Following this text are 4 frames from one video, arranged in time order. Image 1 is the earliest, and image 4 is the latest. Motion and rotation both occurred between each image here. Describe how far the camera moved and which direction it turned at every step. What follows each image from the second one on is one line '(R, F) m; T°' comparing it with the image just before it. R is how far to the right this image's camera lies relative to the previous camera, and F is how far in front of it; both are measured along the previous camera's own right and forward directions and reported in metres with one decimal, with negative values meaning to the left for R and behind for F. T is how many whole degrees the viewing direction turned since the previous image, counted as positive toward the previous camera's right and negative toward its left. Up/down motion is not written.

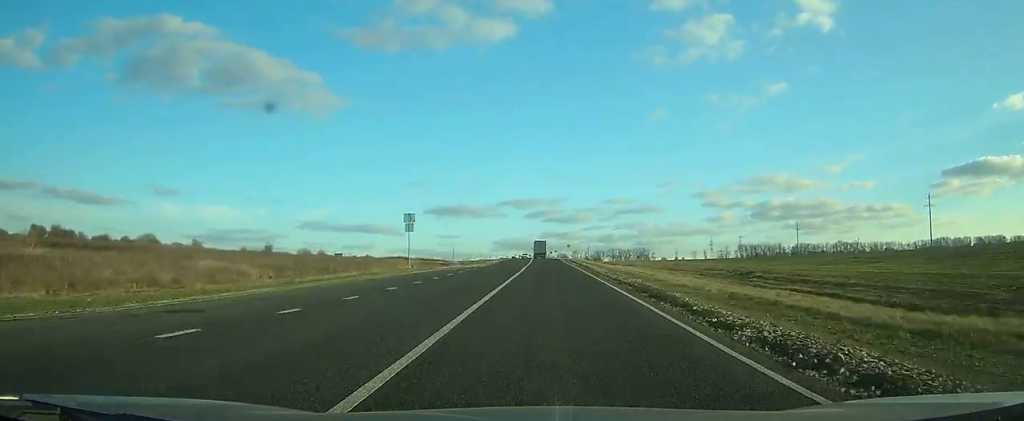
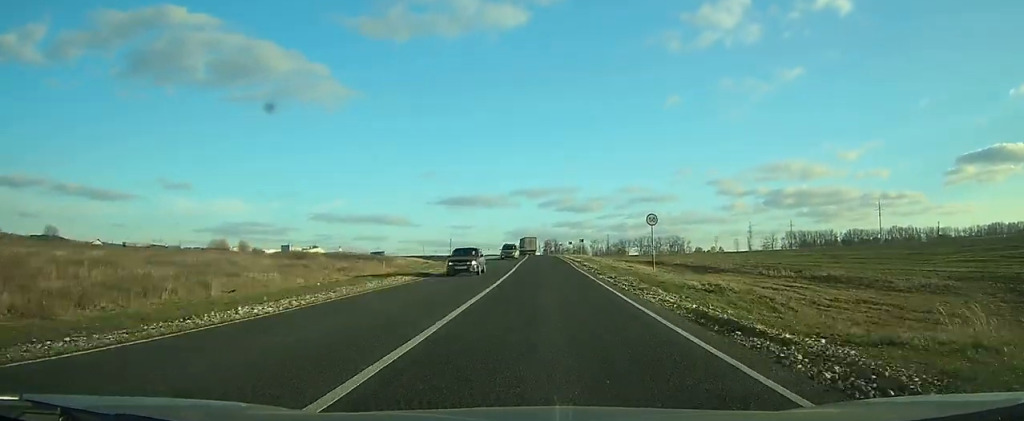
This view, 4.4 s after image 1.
(-0.5, +95.3) m; -1°
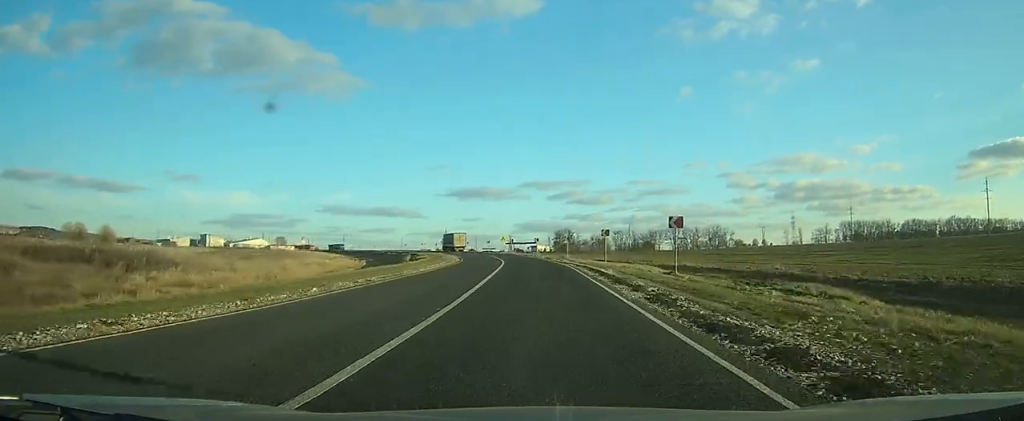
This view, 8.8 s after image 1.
(-1.0, +80.8) m; -1°
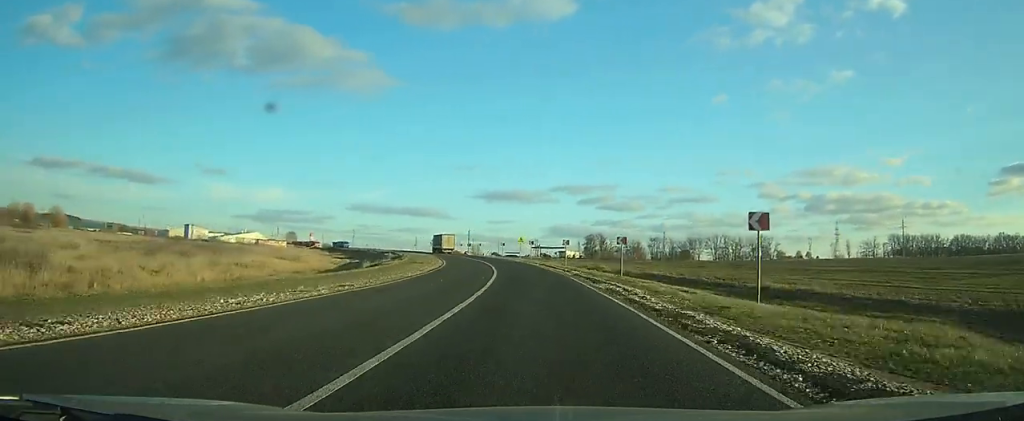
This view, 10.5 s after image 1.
(0.0, +26.7) m; +1°
